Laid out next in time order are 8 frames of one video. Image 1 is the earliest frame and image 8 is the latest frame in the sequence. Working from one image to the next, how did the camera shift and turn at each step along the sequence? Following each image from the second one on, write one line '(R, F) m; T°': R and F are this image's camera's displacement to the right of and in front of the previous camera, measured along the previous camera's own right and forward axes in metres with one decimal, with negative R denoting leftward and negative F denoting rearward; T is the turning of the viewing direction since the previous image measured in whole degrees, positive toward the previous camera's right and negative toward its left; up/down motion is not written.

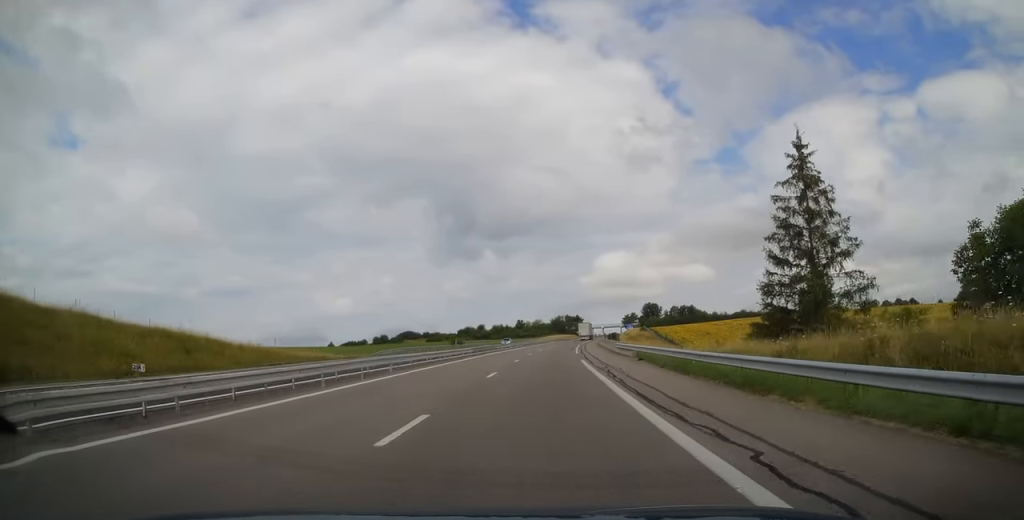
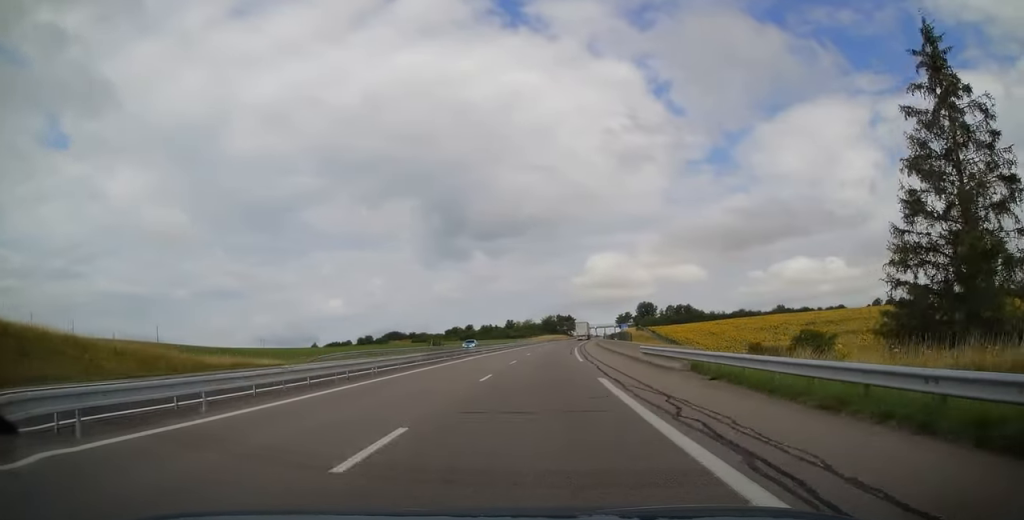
(+0.1, +14.6) m; +1°
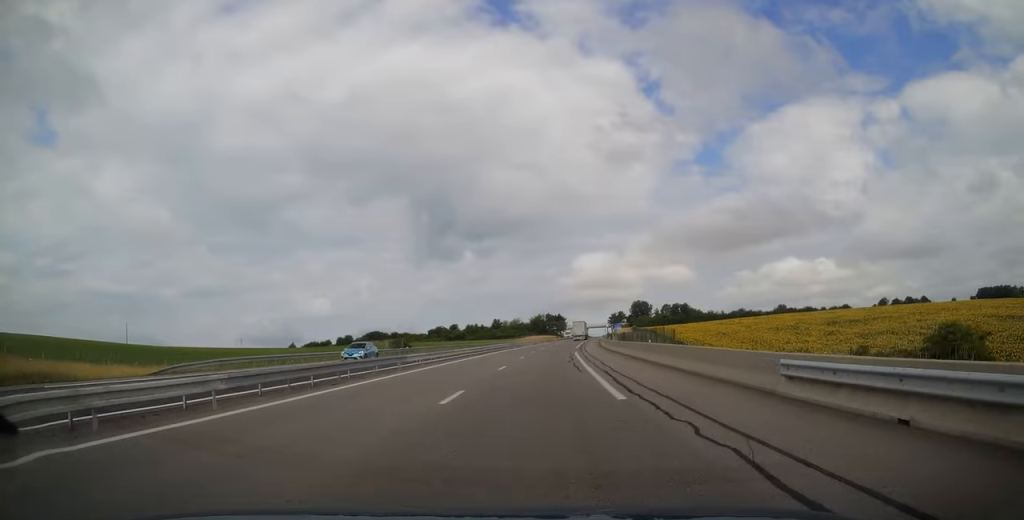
(+0.1, +19.4) m; +1°
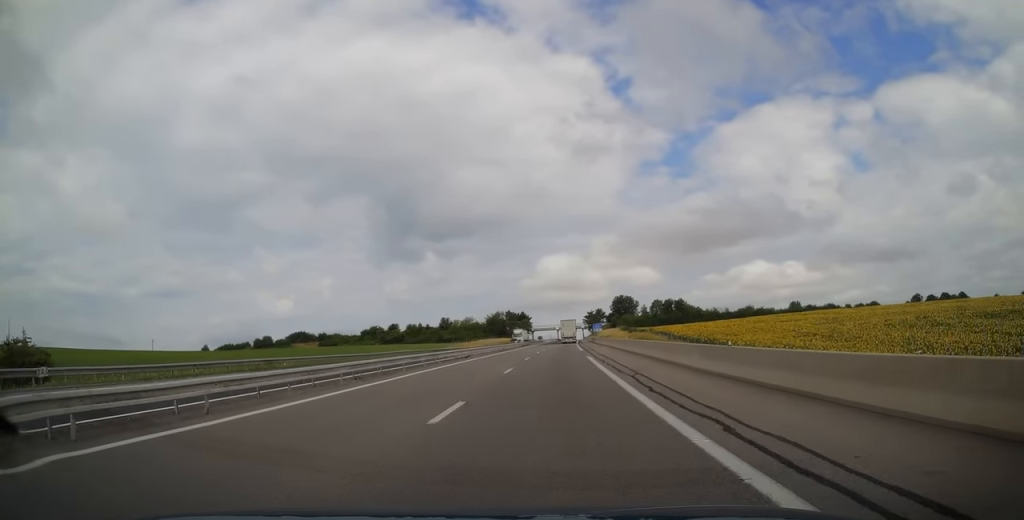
(+1.5, +67.9) m; +2°
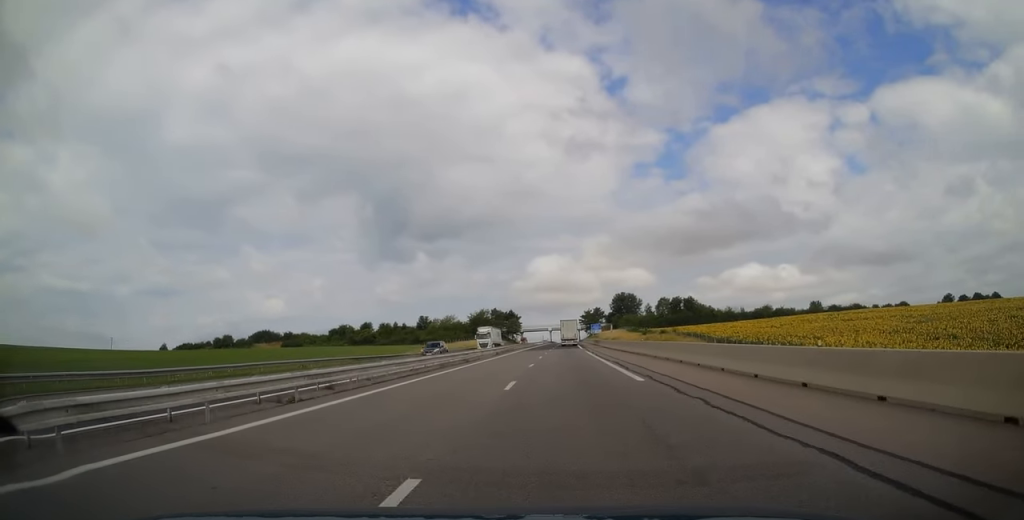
(+0.2, +32.6) m; +1°
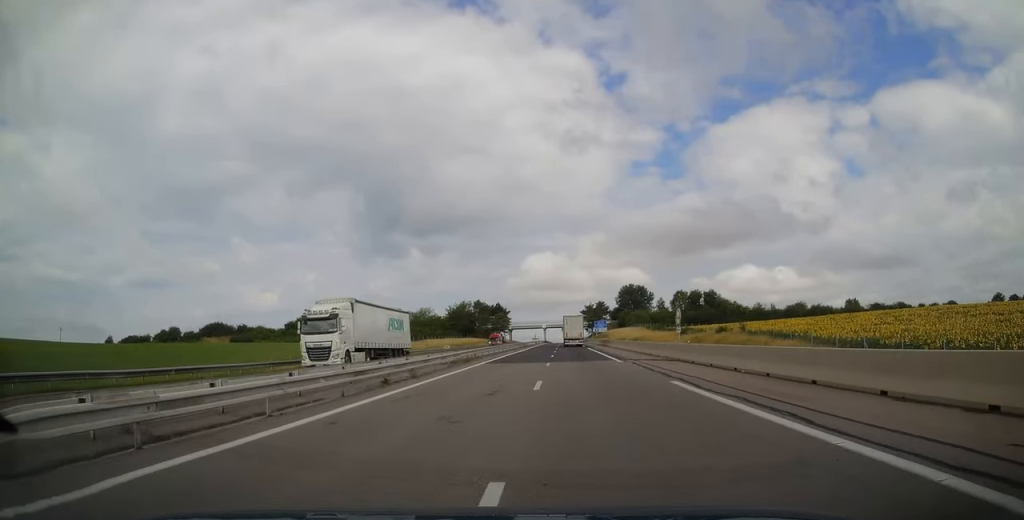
(+0.5, +38.9) m; 0°
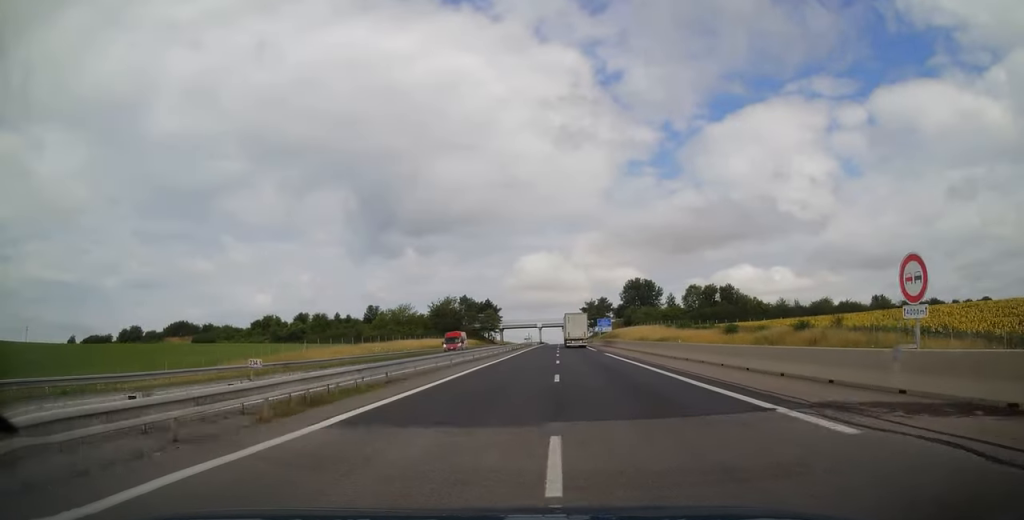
(-0.3, +23.3) m; 0°
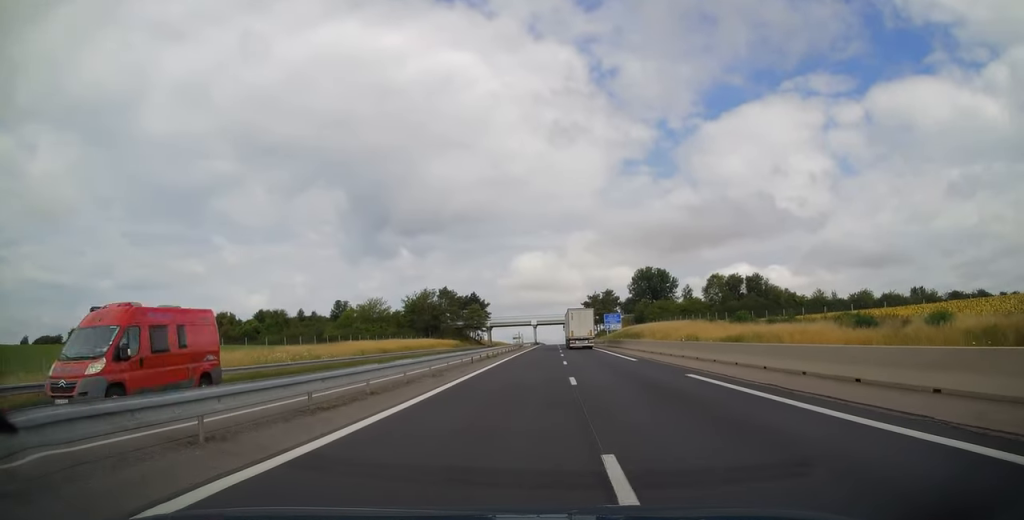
(+0.2, +27.3) m; +1°
